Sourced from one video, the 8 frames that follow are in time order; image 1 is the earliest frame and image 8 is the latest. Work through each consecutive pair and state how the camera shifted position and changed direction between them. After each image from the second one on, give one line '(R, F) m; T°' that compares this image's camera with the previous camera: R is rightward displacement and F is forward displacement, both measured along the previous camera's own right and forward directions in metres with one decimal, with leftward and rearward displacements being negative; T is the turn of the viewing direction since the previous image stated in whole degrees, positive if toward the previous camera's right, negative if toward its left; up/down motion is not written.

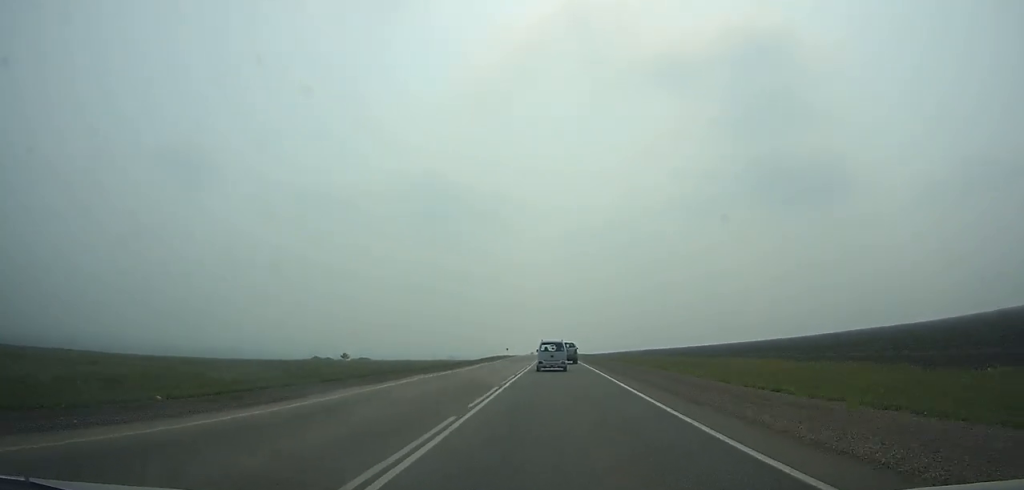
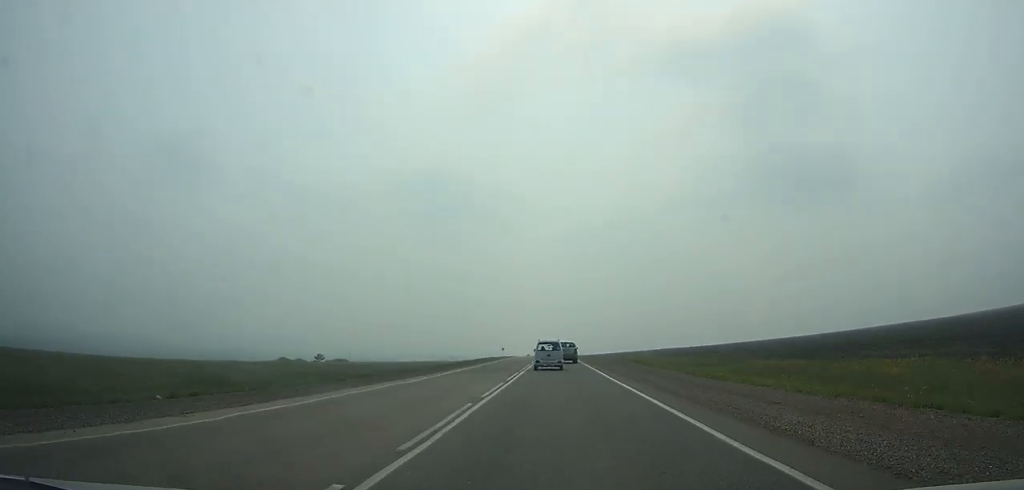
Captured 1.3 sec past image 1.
(0.0, +29.5) m; 0°
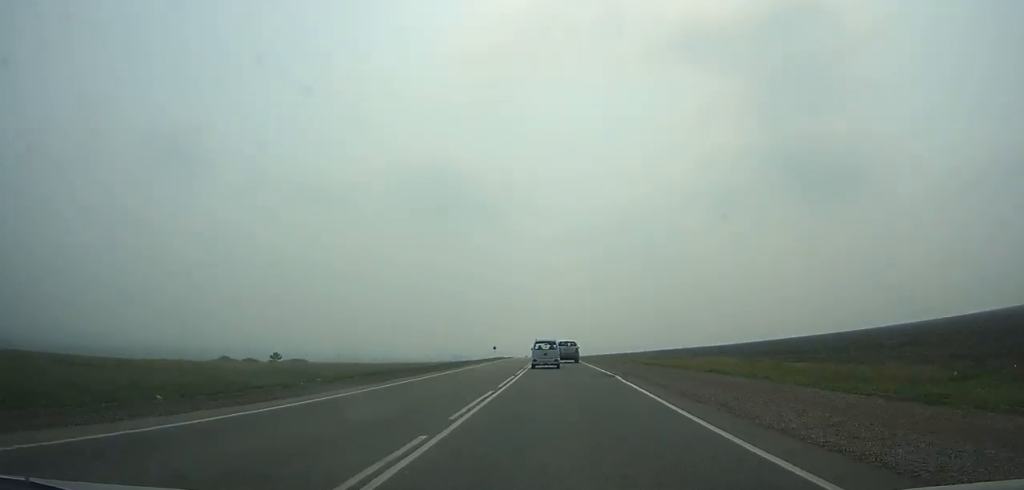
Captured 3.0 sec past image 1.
(0.0, +38.4) m; 0°
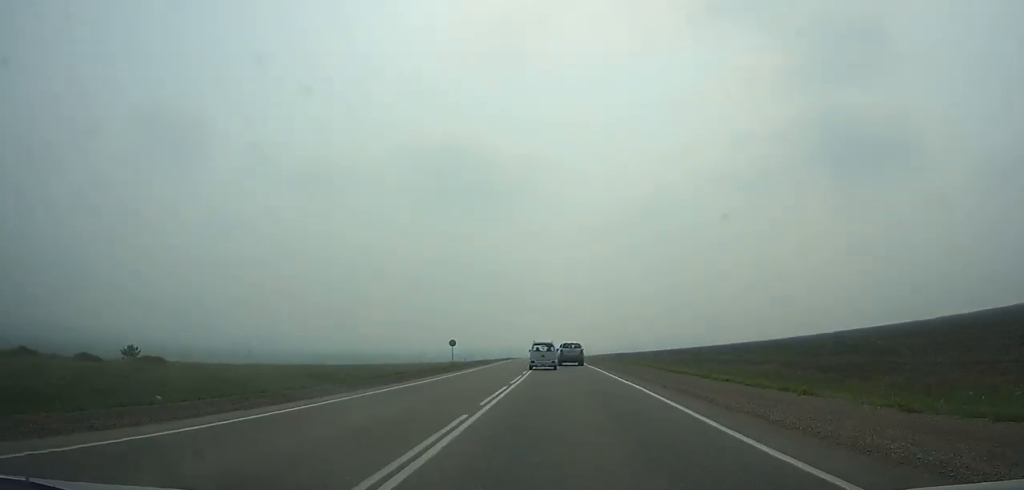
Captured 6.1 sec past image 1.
(0.0, +66.2) m; 0°
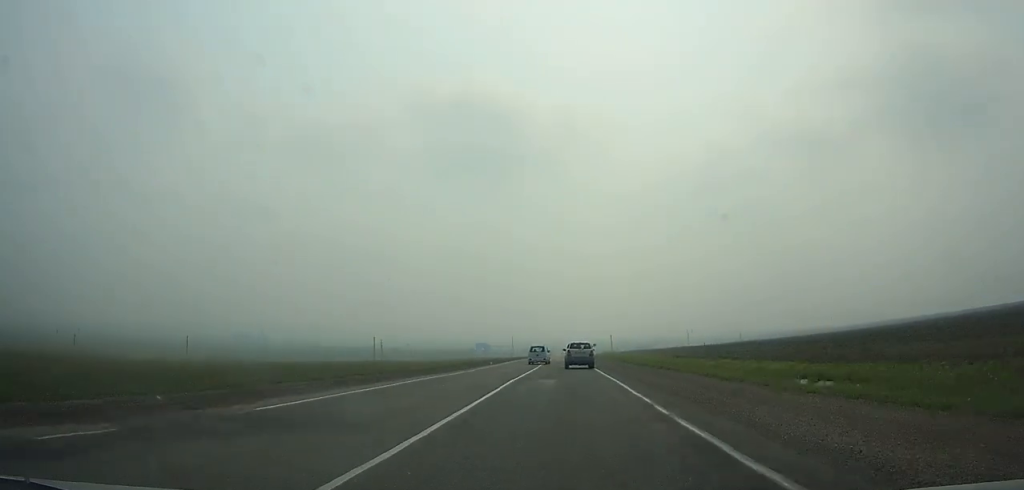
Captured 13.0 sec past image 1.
(-5.2, +138.9) m; -4°
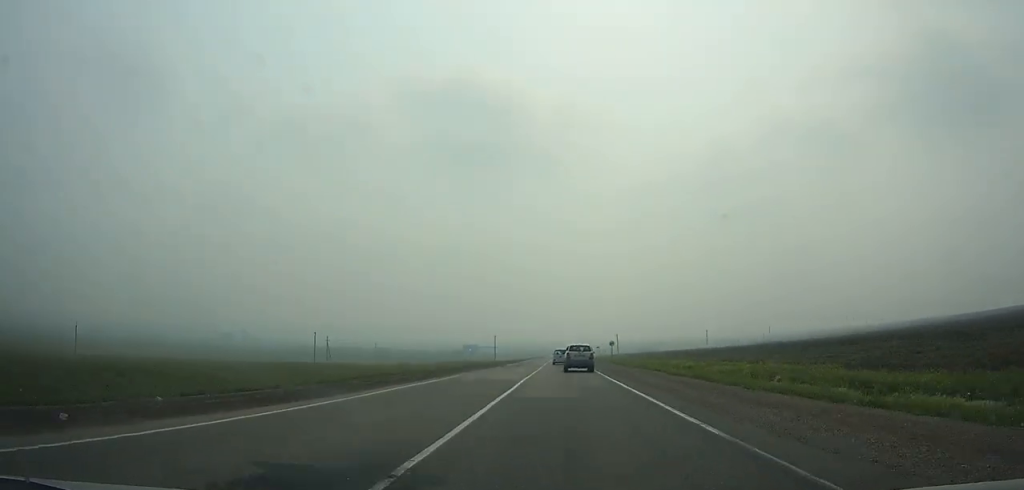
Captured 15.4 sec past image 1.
(-0.2, +46.7) m; 0°
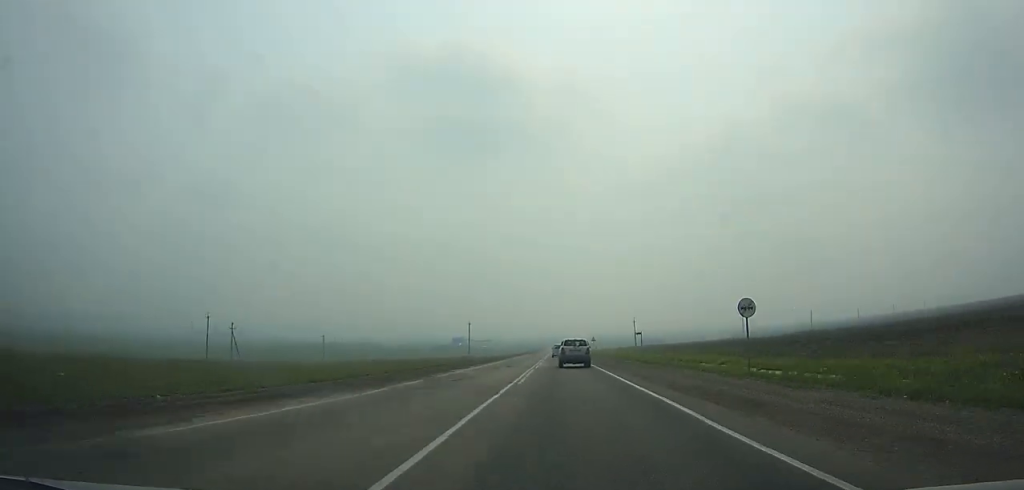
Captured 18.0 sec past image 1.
(0.0, +50.0) m; 0°
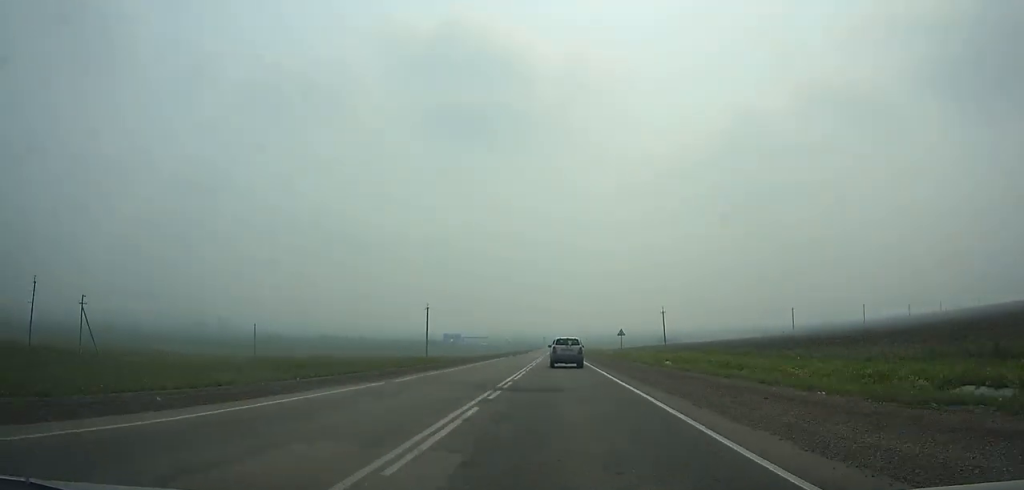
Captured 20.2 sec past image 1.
(0.0, +42.1) m; 0°
